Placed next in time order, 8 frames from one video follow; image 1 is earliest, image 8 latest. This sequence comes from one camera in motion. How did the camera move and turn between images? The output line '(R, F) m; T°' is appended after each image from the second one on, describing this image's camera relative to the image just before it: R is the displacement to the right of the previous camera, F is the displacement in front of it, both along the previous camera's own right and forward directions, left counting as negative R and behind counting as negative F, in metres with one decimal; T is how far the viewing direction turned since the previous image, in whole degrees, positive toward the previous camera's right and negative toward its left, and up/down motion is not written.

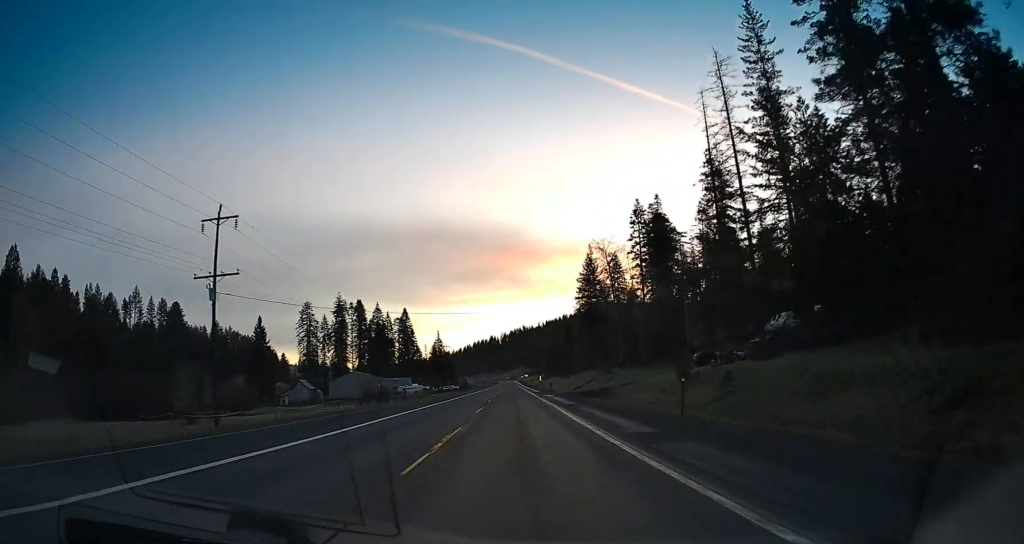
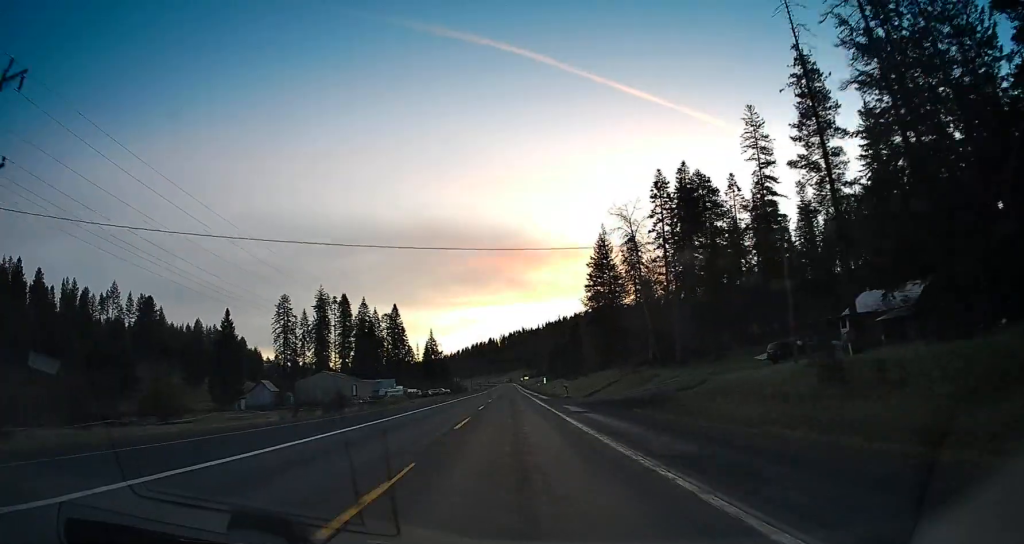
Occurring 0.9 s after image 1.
(0.0, +23.1) m; 0°
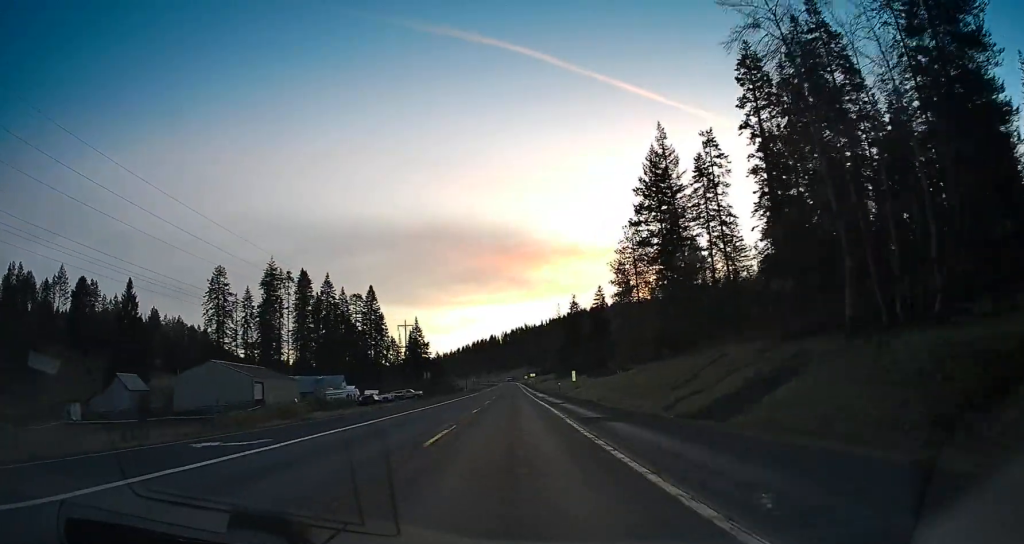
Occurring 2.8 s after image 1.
(+0.3, +50.7) m; 0°
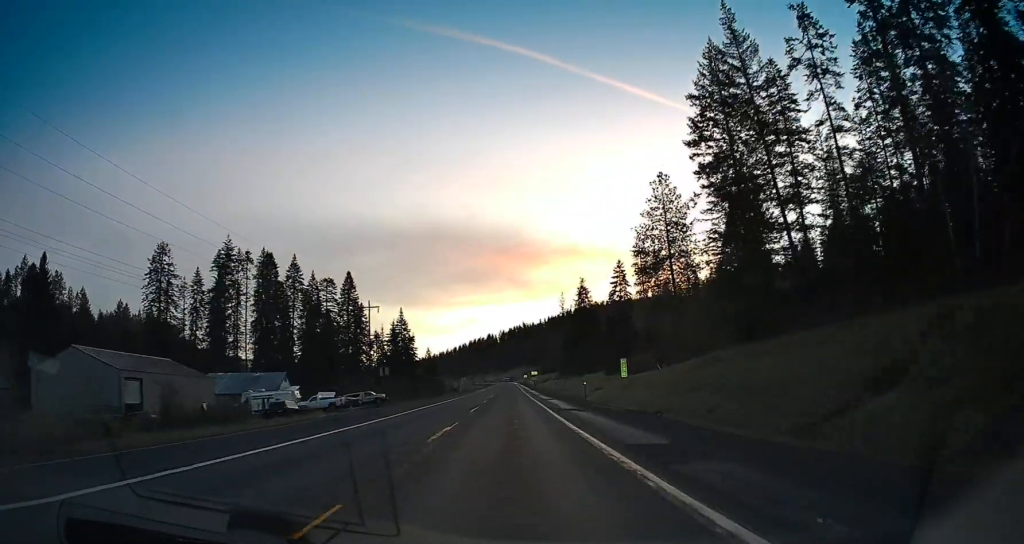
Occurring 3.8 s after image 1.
(-0.1, +28.5) m; 0°
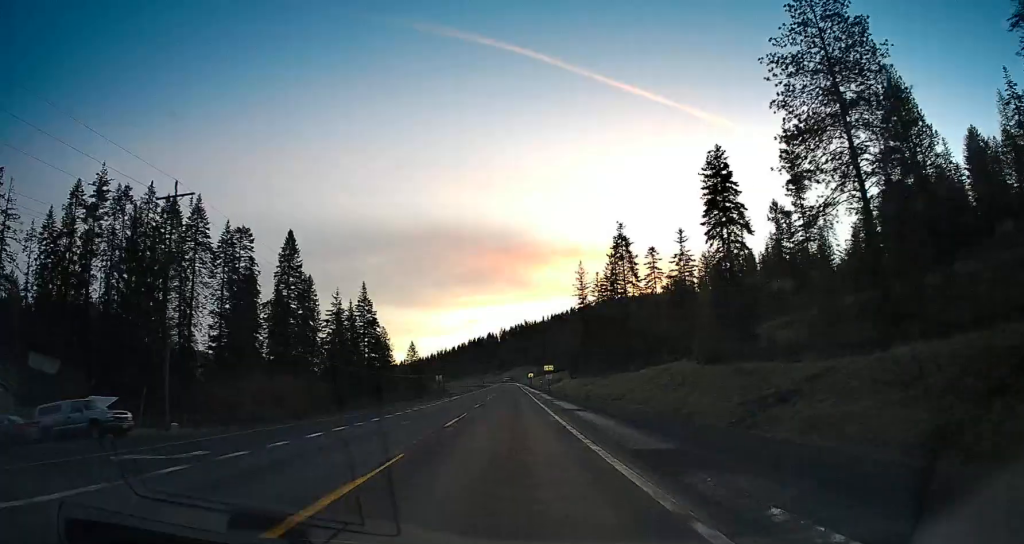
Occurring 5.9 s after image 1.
(+0.1, +55.1) m; 0°
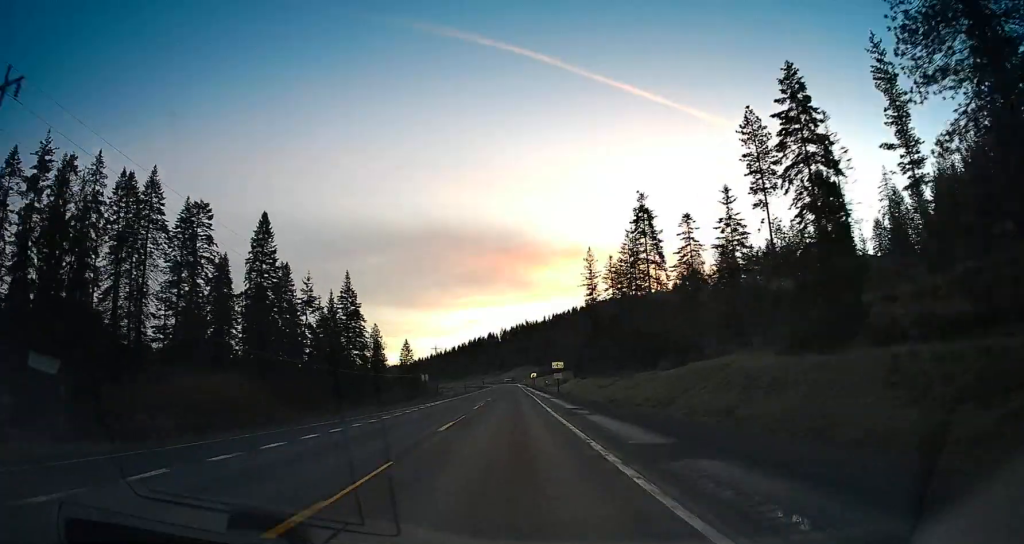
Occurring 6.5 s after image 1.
(0.0, +16.9) m; 0°
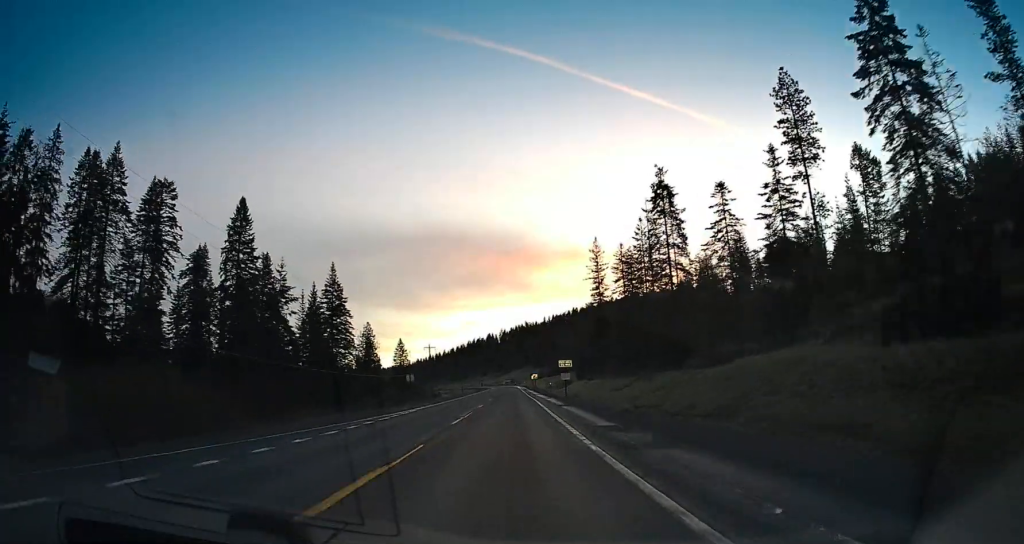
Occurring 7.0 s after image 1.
(0.0, +11.5) m; 0°
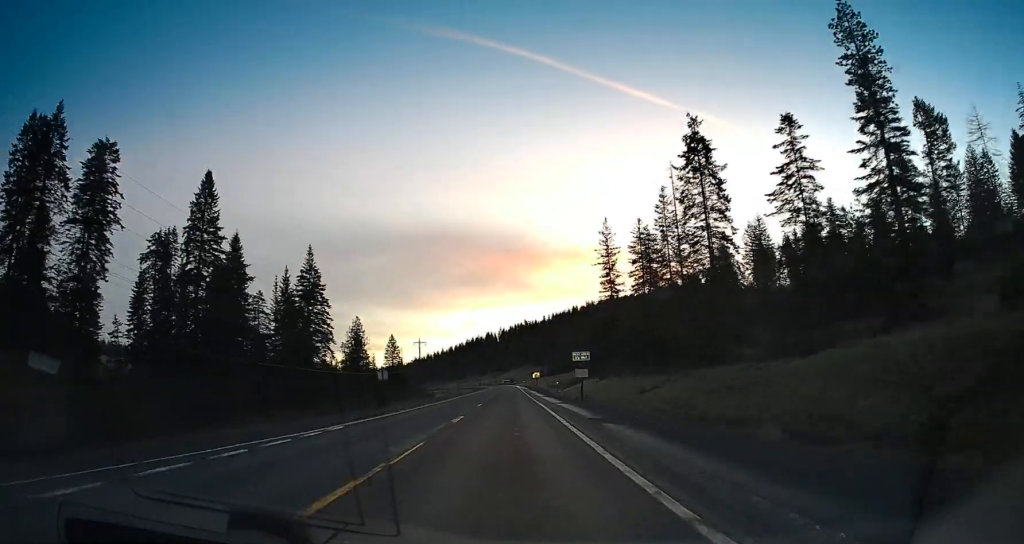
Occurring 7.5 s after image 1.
(0.0, +15.1) m; 0°
